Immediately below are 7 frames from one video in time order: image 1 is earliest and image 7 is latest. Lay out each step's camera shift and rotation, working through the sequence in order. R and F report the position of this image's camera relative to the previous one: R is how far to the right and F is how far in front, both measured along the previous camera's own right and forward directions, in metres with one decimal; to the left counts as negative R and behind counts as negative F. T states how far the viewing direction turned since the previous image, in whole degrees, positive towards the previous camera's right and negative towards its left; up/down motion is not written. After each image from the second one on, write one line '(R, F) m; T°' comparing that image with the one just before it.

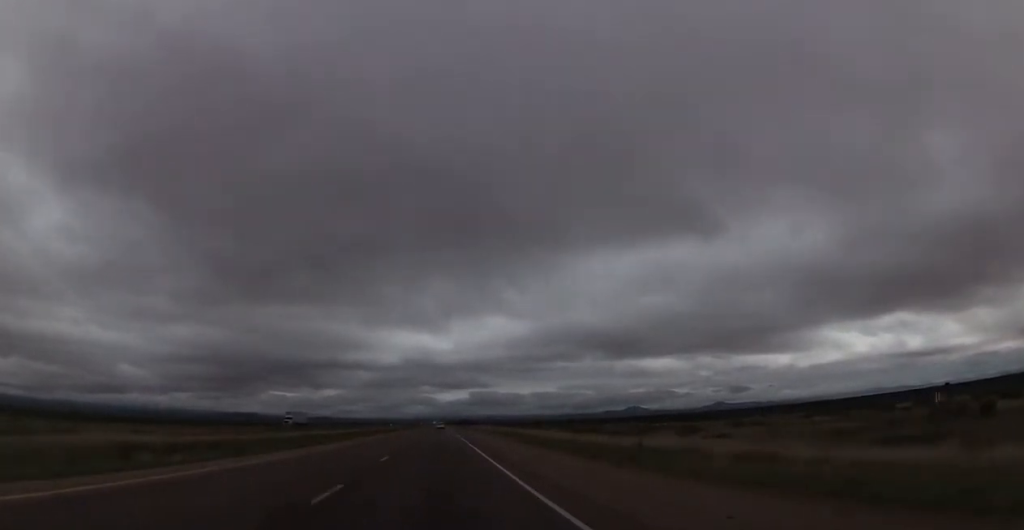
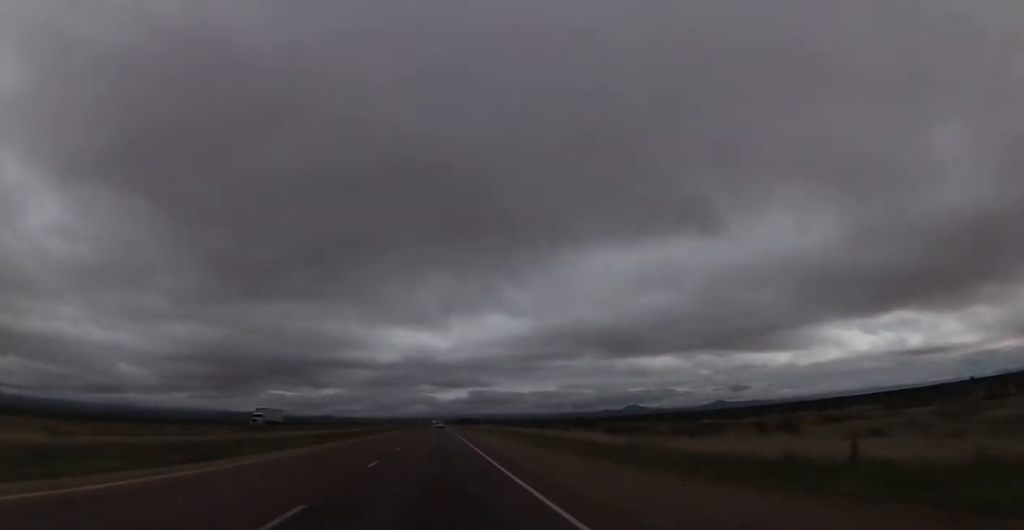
(0.0, +16.0) m; 0°
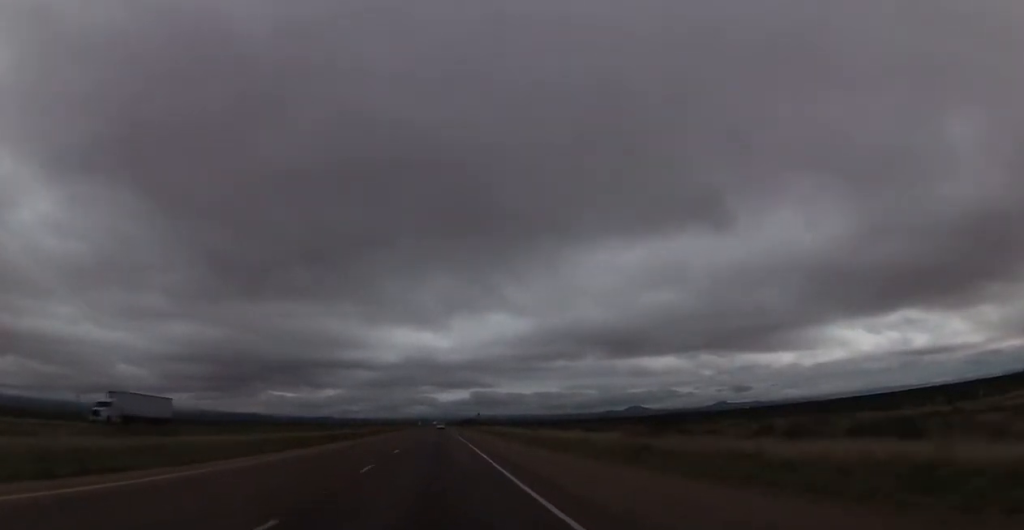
(0.0, +38.0) m; 0°
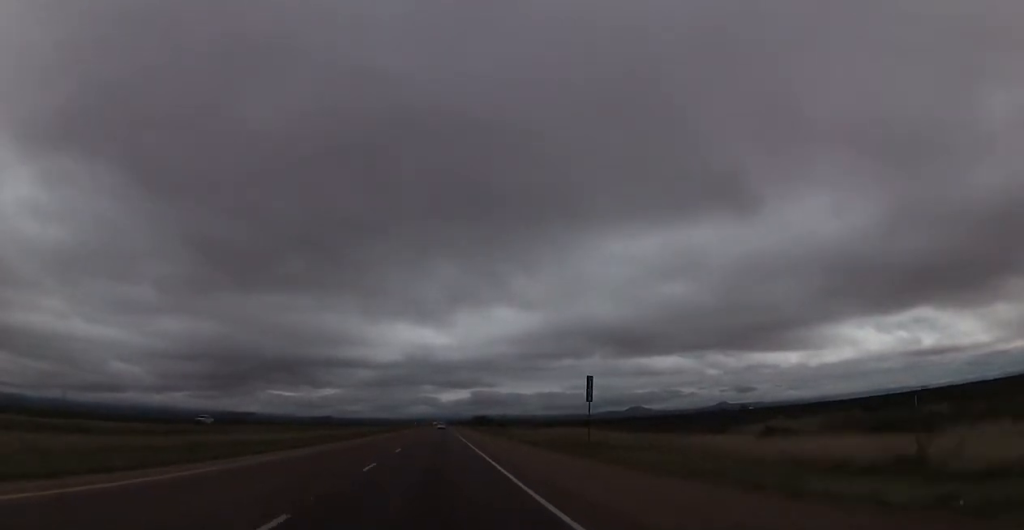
(0.0, +96.6) m; -1°
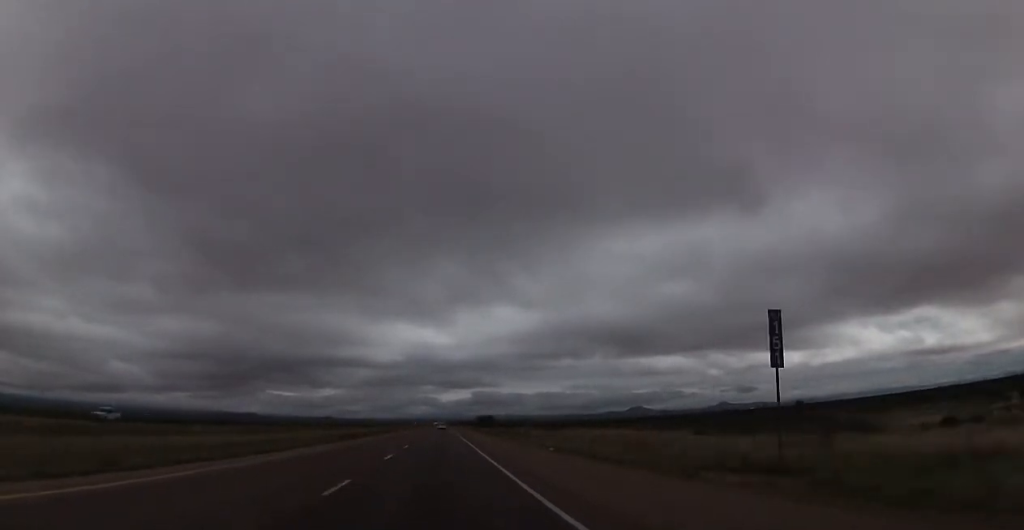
(0.0, +18.3) m; 0°
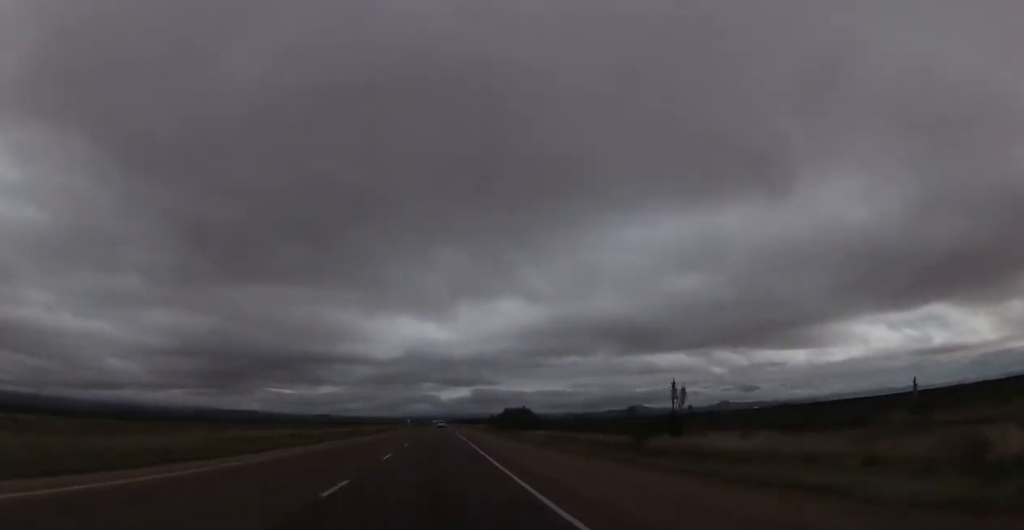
(+0.4, +85.6) m; +1°
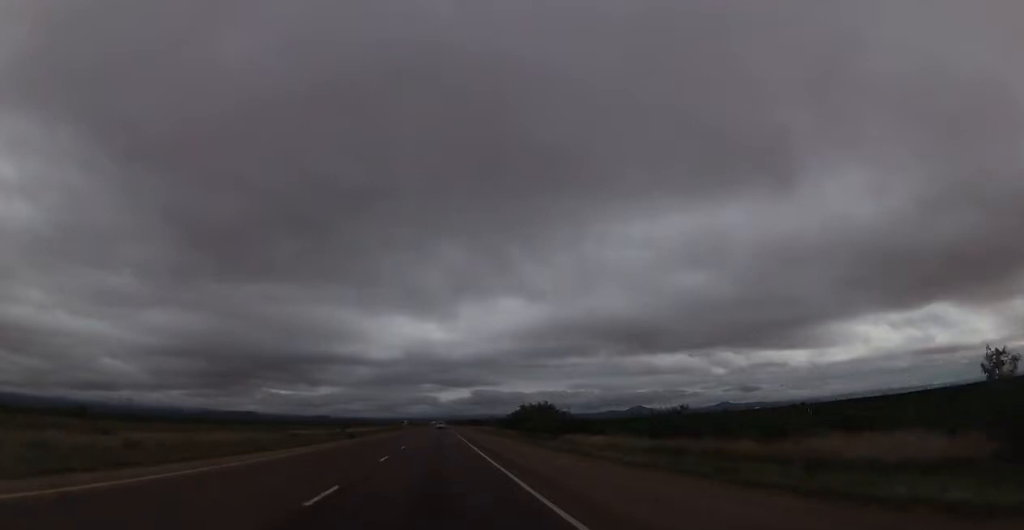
(0.0, +25.6) m; 0°
